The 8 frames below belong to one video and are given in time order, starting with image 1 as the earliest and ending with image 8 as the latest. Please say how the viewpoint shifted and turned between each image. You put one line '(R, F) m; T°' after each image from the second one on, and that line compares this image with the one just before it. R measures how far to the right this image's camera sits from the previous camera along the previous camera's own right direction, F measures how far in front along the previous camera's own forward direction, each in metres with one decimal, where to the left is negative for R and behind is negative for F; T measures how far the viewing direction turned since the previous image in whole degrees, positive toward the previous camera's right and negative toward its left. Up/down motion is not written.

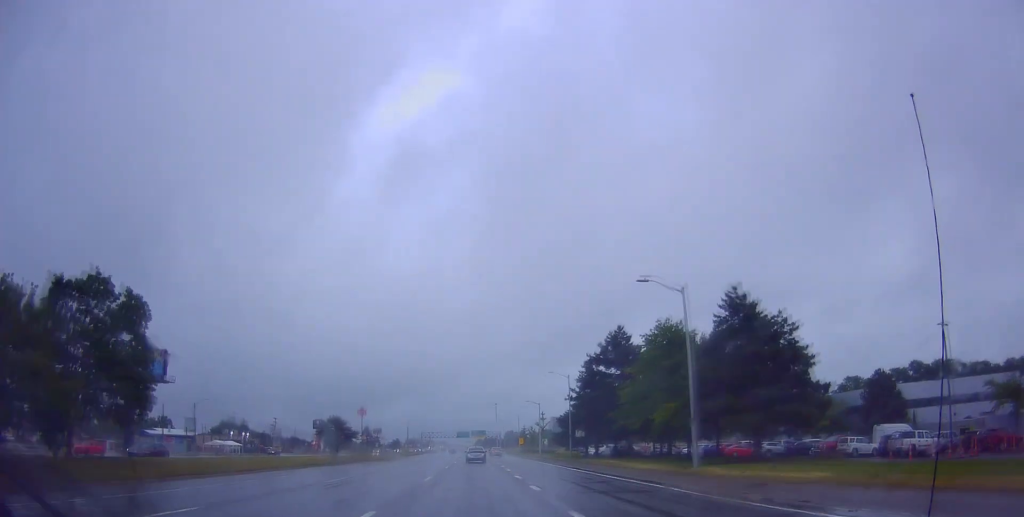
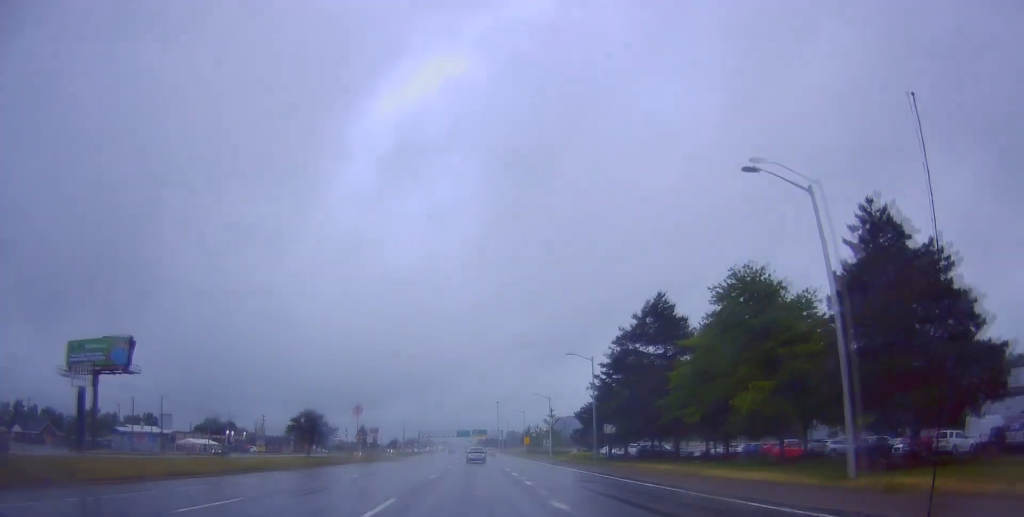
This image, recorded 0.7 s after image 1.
(+0.4, +12.4) m; 0°
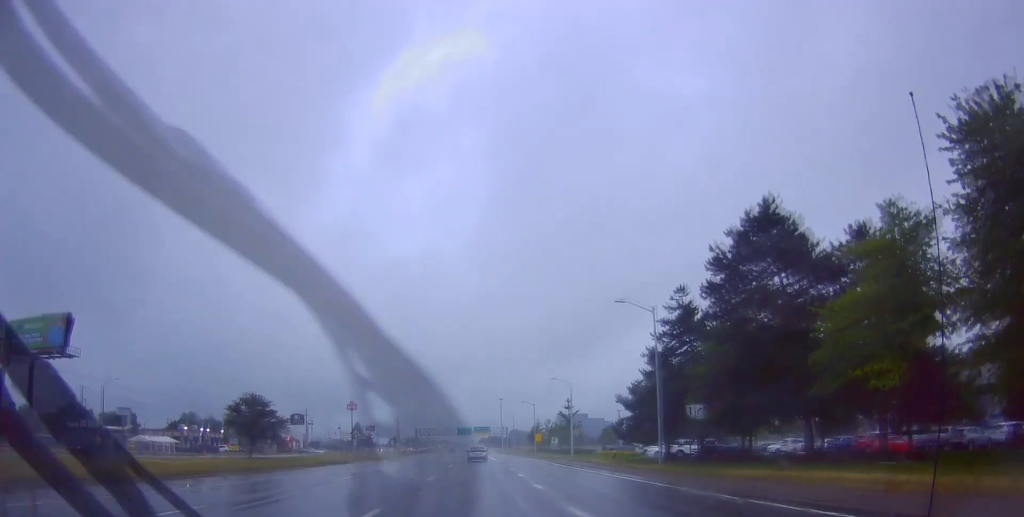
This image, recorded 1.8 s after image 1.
(-0.8, +17.4) m; -1°
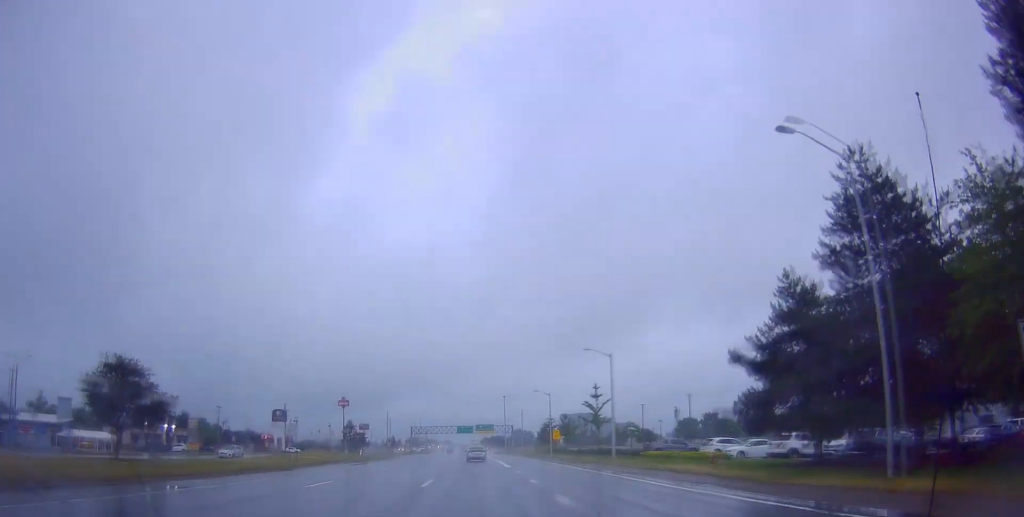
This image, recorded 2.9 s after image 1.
(+0.5, +19.7) m; +1°
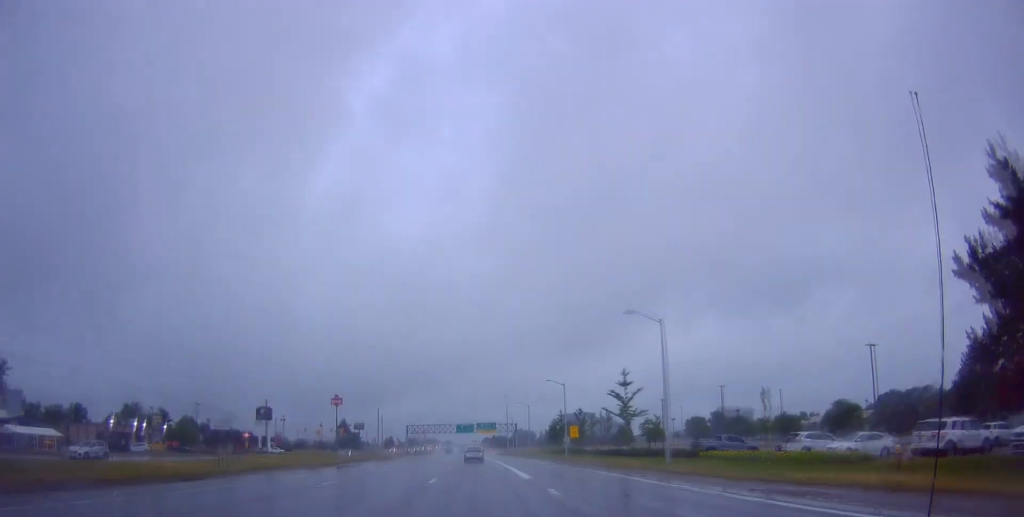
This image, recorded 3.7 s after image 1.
(0.0, +13.6) m; -1°
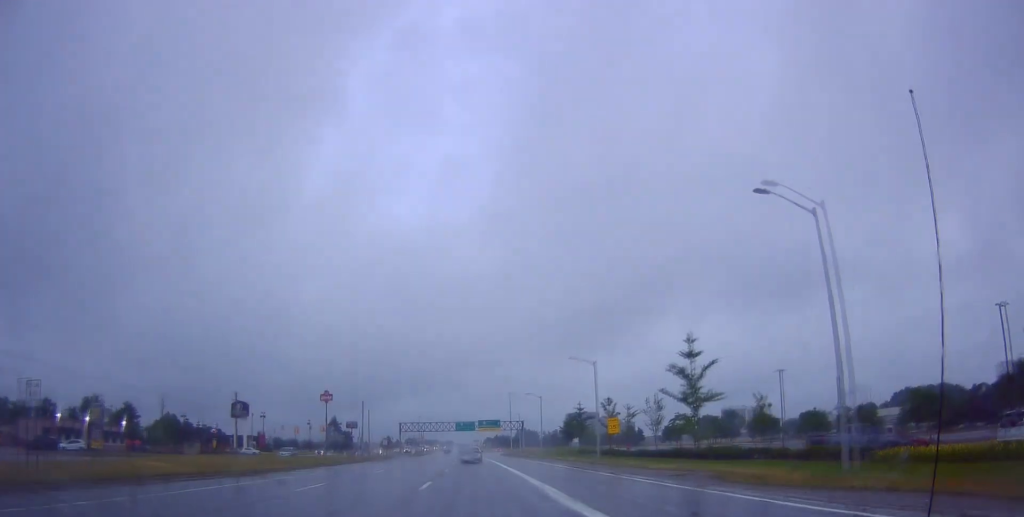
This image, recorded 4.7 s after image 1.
(-0.4, +17.9) m; 0°
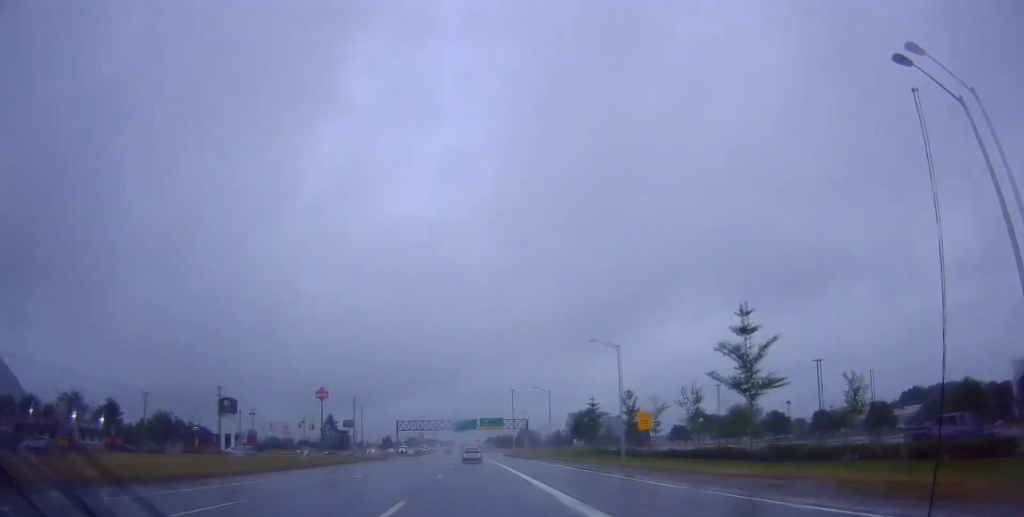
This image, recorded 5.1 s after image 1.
(+0.2, +8.4) m; +1°
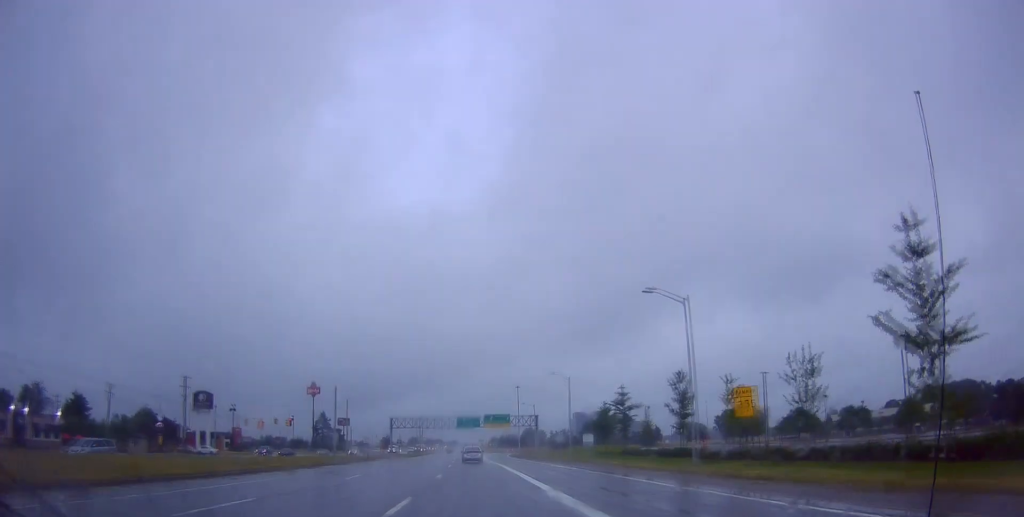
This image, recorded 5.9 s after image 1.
(+0.2, +14.6) m; 0°
